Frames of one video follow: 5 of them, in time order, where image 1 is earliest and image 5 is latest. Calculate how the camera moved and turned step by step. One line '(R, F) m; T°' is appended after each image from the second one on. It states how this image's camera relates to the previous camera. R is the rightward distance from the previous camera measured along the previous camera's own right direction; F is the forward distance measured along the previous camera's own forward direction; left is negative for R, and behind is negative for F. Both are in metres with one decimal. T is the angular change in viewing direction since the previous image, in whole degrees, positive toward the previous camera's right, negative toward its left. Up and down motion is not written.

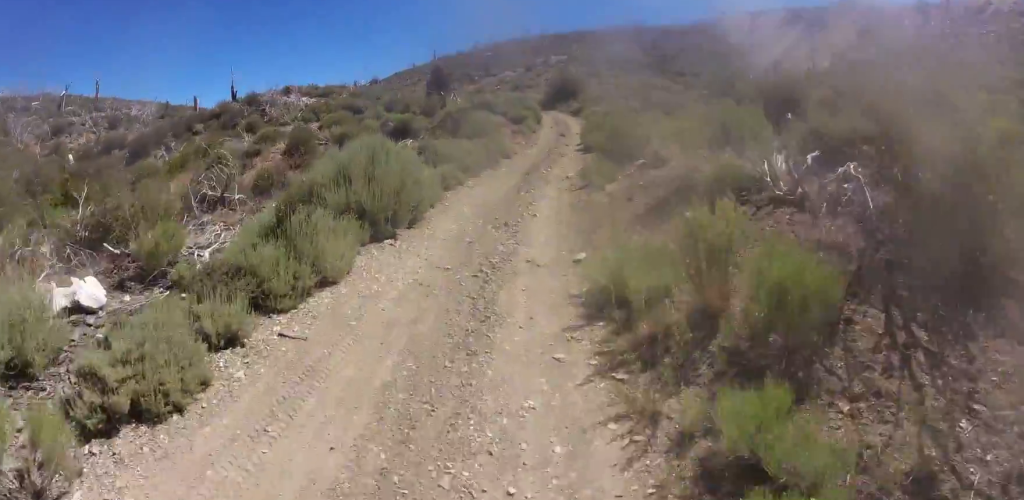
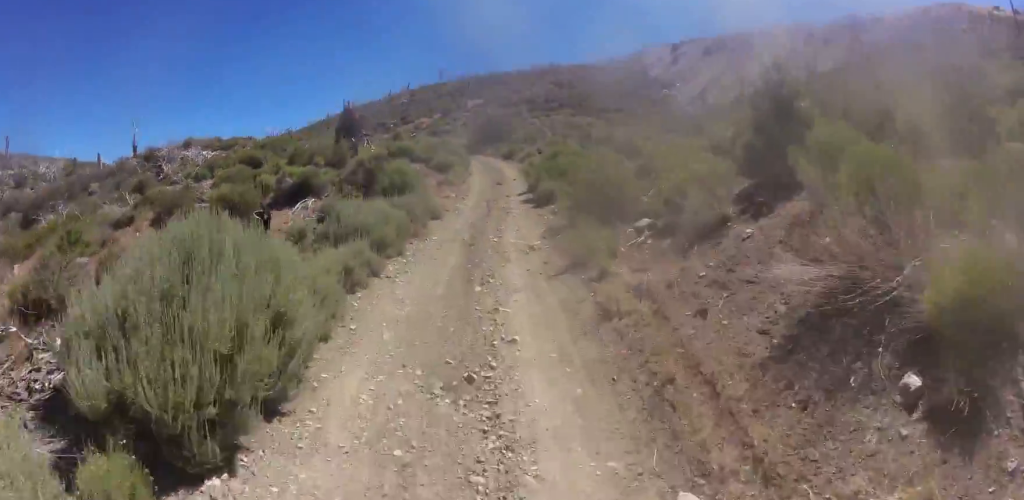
(-1.2, +5.3) m; +2°
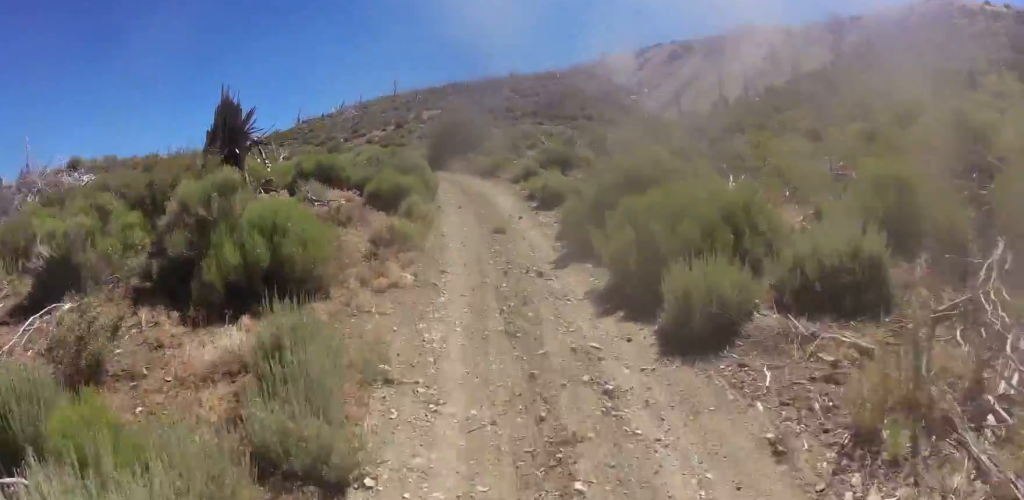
(+2.2, +12.1) m; +13°
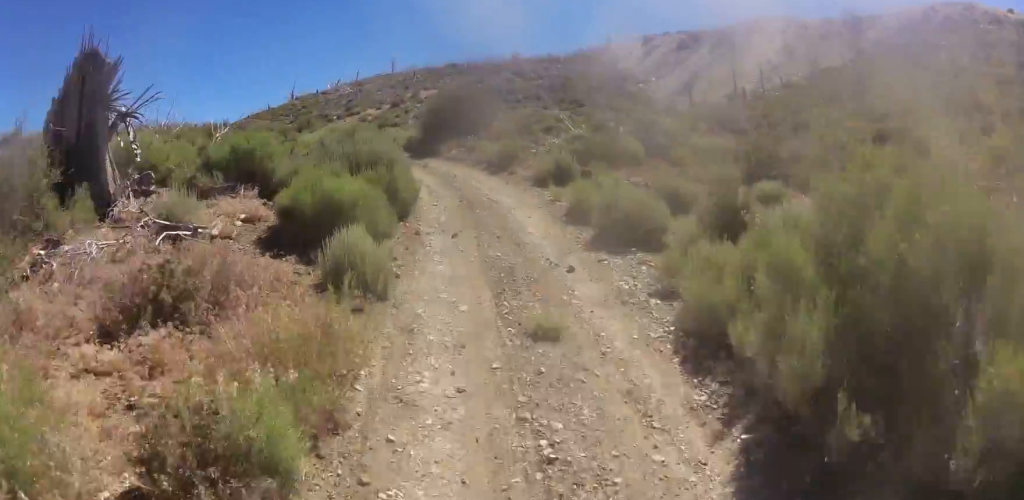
(-0.2, +7.1) m; -2°
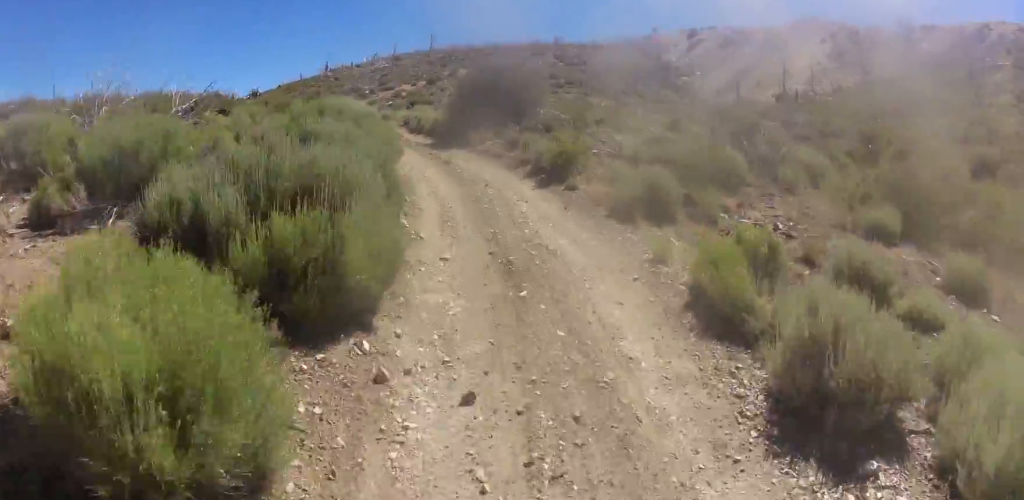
(0.0, +5.2) m; -5°
